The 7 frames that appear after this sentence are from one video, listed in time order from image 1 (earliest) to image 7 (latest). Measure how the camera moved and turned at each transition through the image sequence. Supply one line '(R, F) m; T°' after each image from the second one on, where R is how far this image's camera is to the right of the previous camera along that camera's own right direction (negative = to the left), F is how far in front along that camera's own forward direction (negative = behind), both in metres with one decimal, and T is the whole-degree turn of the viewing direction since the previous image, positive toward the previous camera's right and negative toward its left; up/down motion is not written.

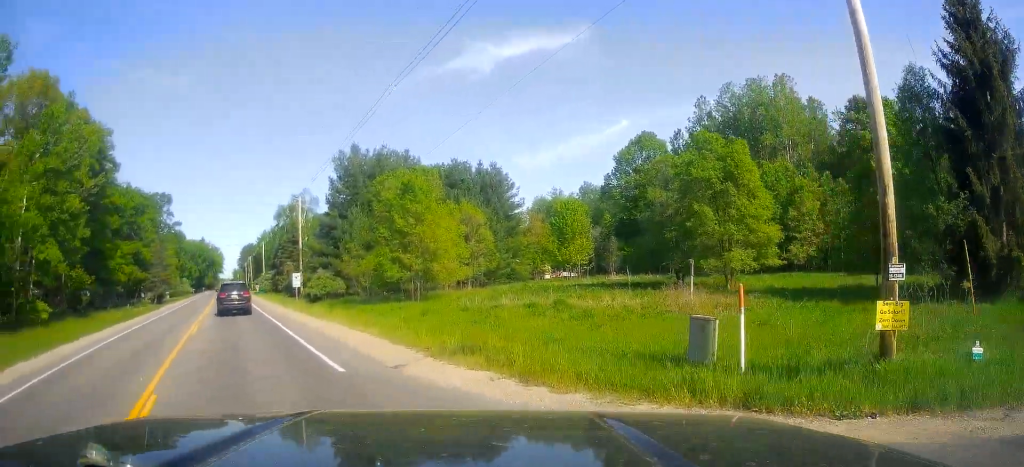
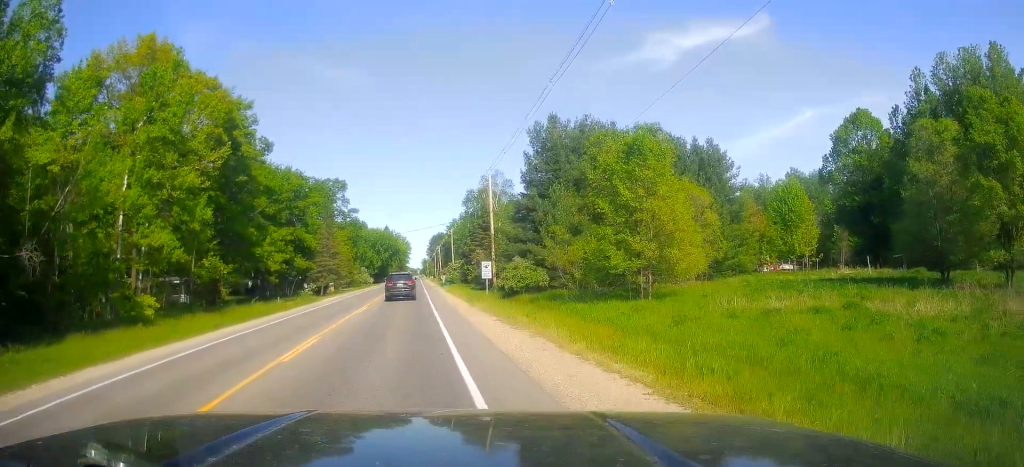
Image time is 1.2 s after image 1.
(-0.5, +10.0) m; +2°
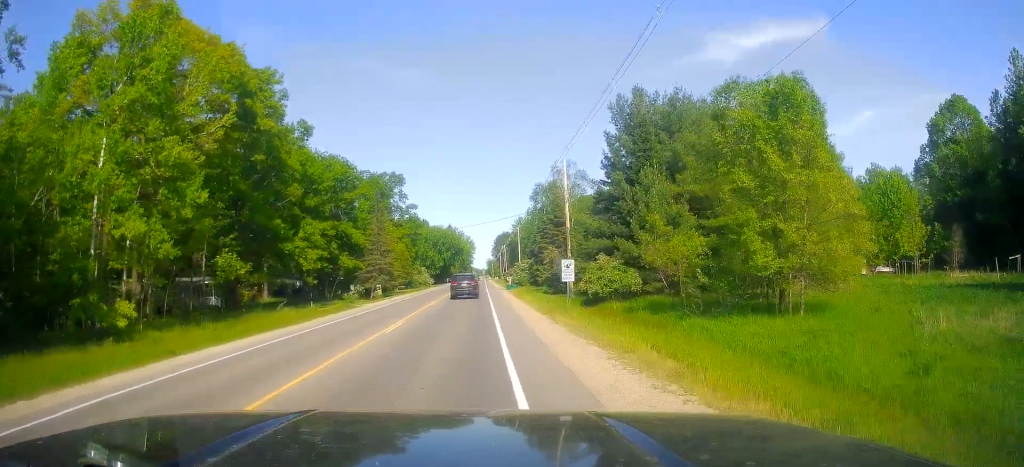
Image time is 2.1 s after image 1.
(+0.7, +9.3) m; +2°
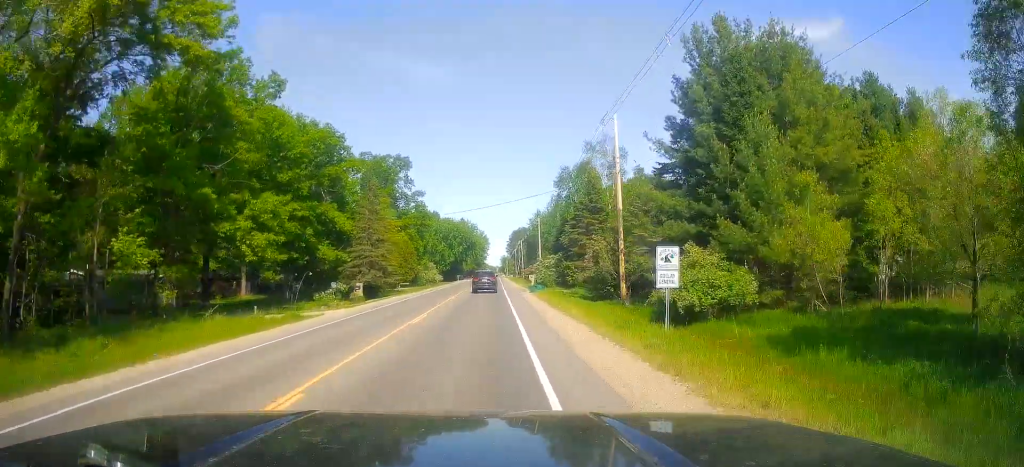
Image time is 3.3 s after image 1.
(-0.4, +14.5) m; 0°
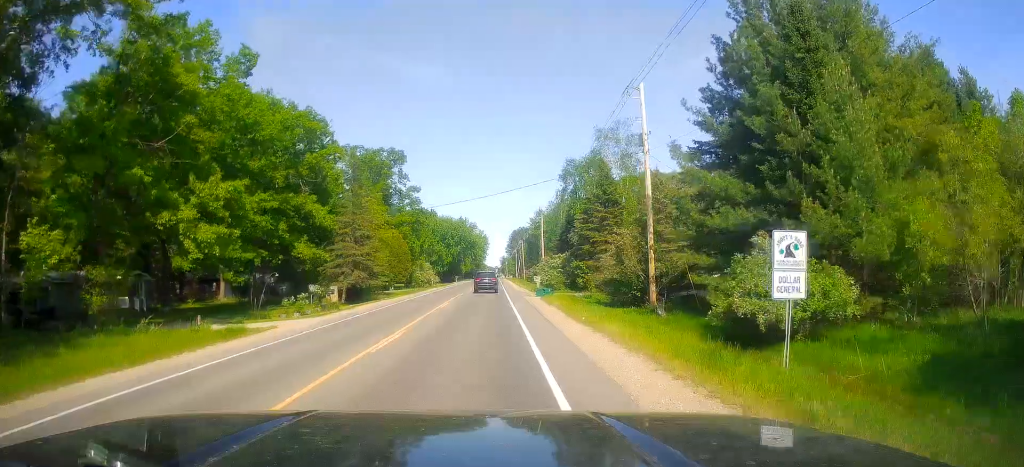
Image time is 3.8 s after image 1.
(+0.2, +6.8) m; +1°
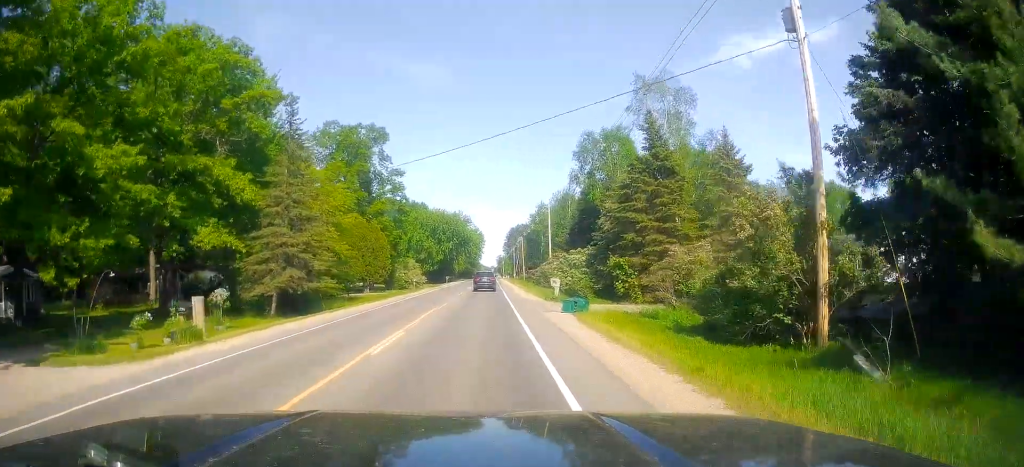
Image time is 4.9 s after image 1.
(+0.3, +16.0) m; 0°
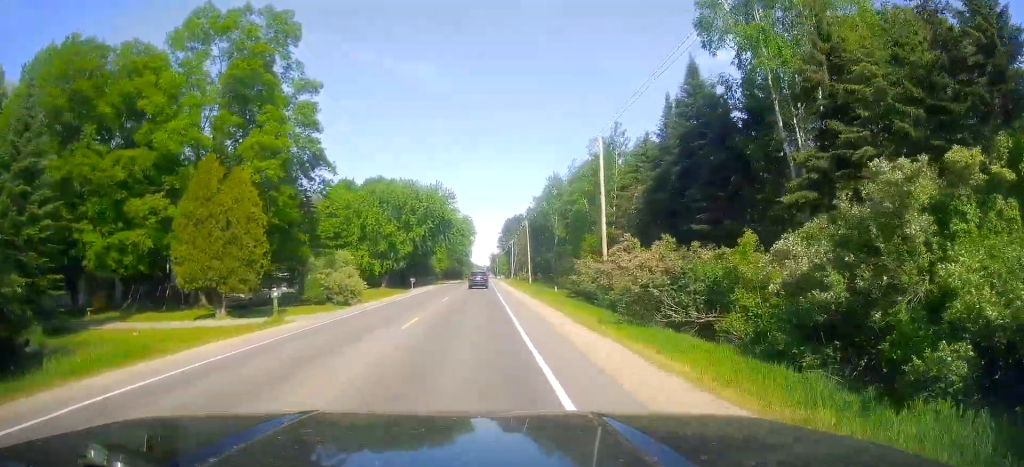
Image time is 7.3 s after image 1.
(+1.5, +42.4) m; +2°
